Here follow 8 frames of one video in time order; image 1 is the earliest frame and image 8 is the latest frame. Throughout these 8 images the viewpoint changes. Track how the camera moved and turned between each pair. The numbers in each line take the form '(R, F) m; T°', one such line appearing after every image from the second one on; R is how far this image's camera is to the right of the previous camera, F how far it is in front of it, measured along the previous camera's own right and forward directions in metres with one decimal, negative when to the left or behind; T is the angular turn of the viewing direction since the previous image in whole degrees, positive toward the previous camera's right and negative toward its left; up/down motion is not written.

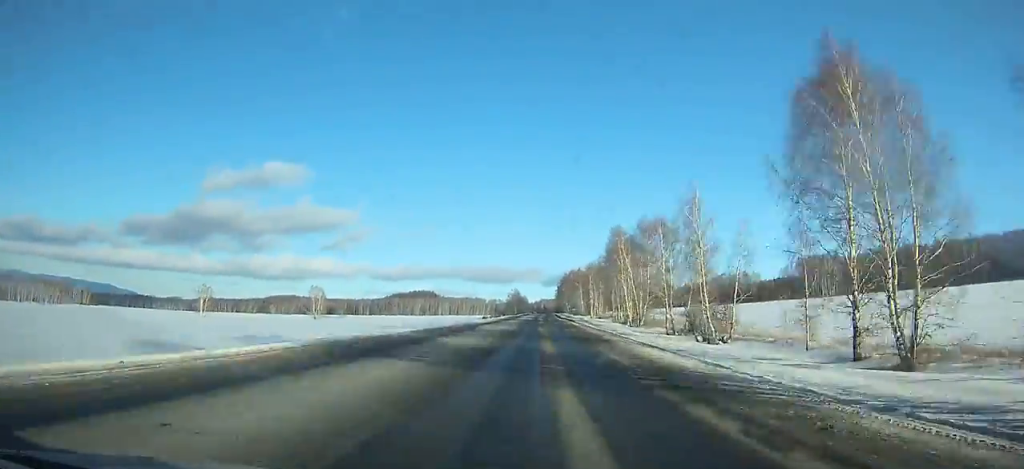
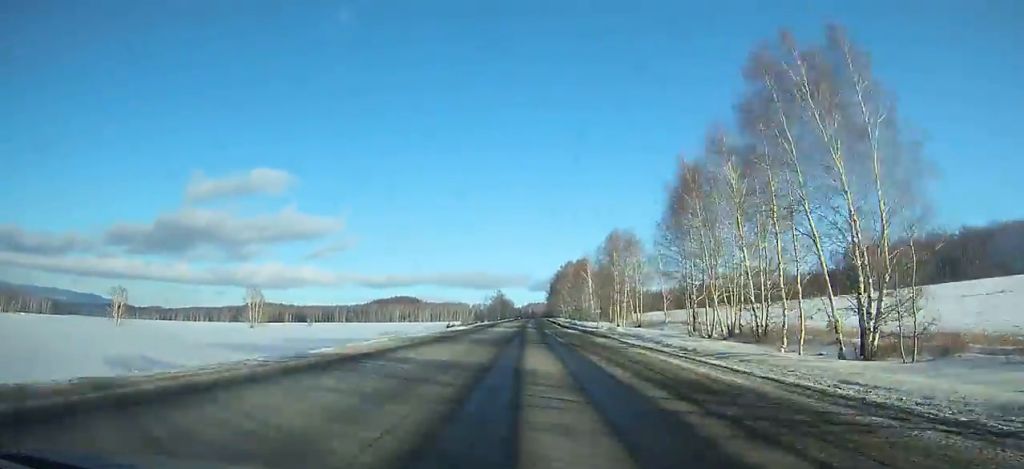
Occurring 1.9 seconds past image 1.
(+0.2, +50.6) m; 0°
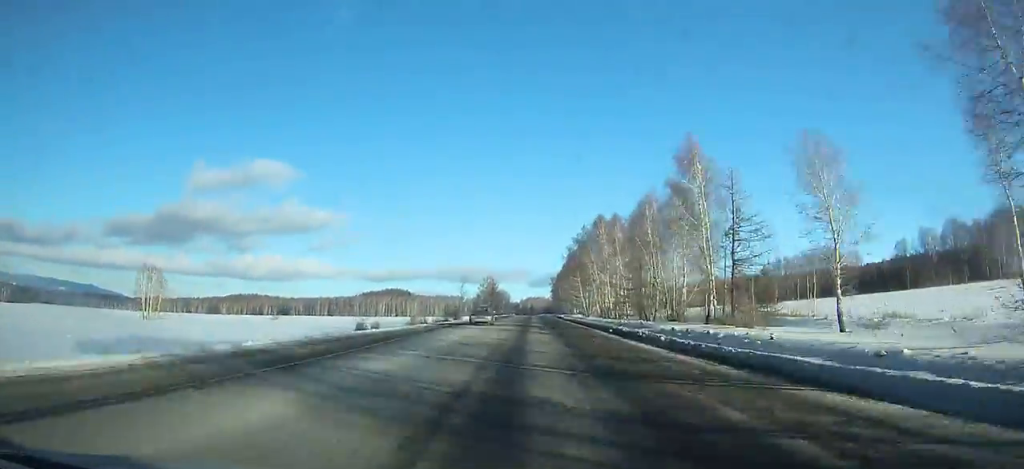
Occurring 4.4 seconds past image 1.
(+0.2, +66.7) m; +1°
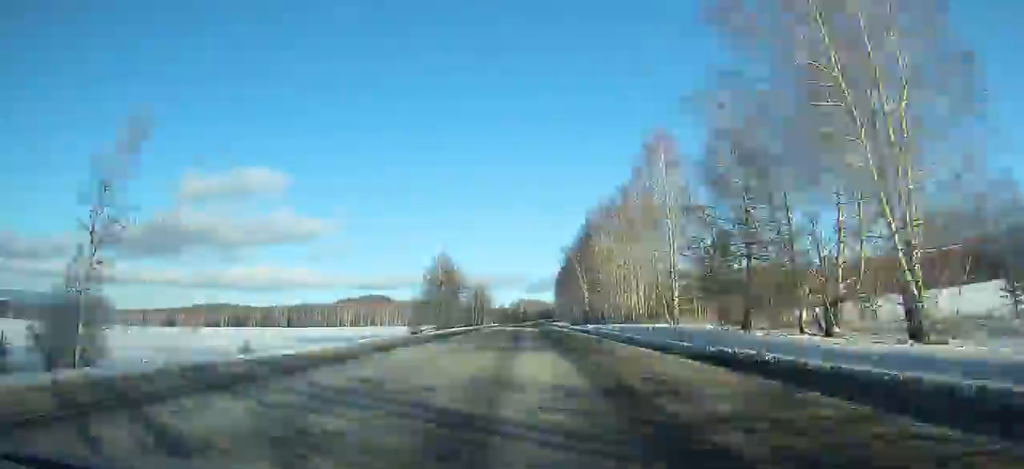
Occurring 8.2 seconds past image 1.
(+0.8, +101.7) m; +1°
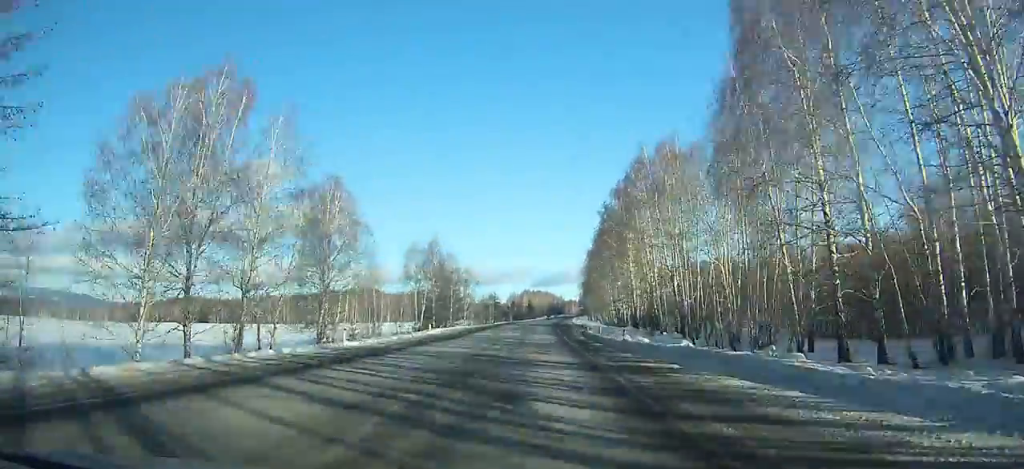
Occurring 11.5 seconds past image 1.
(+0.2, +88.9) m; +1°
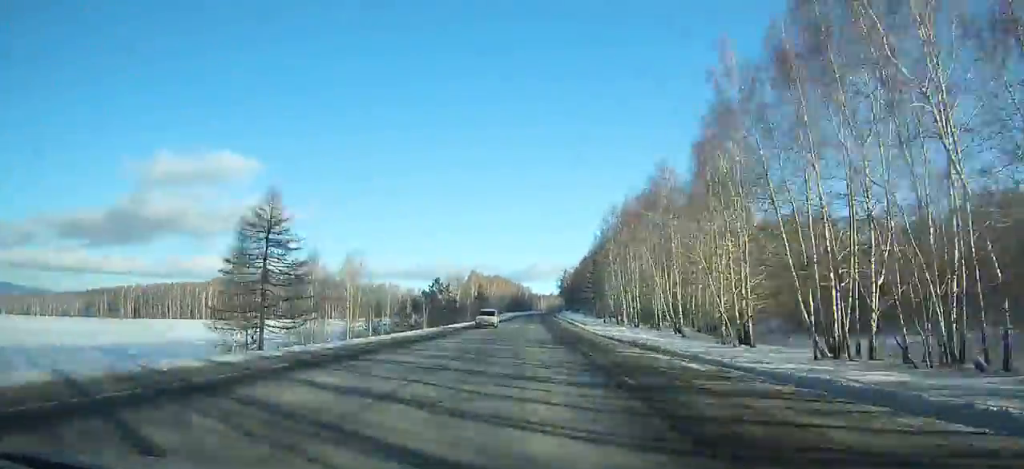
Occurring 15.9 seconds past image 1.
(+1.6, +119.6) m; +2°
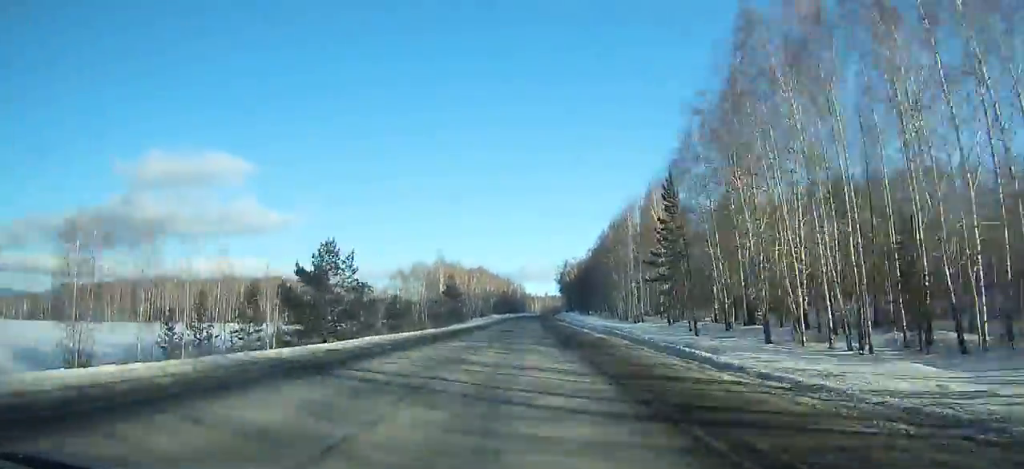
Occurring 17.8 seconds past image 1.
(+0.4, +51.9) m; +1°
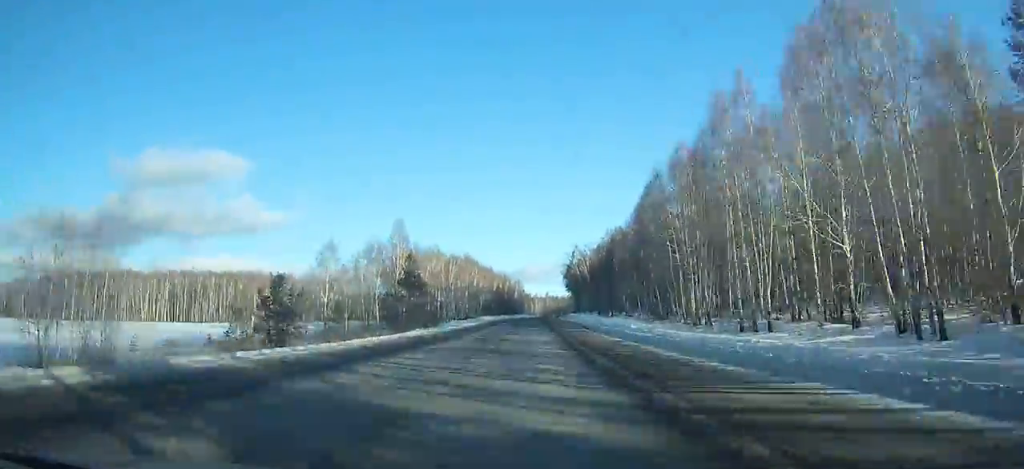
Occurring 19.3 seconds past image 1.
(-0.3, +40.9) m; +1°
